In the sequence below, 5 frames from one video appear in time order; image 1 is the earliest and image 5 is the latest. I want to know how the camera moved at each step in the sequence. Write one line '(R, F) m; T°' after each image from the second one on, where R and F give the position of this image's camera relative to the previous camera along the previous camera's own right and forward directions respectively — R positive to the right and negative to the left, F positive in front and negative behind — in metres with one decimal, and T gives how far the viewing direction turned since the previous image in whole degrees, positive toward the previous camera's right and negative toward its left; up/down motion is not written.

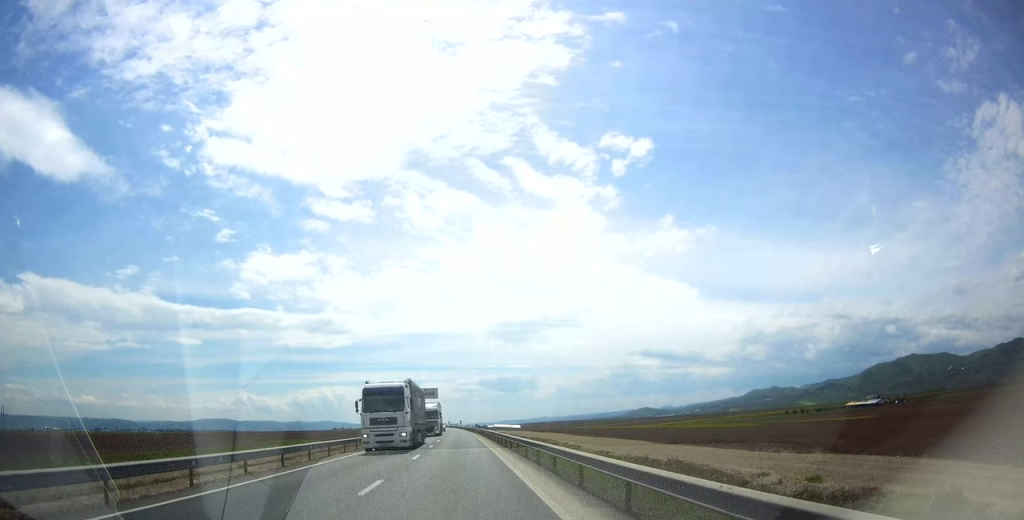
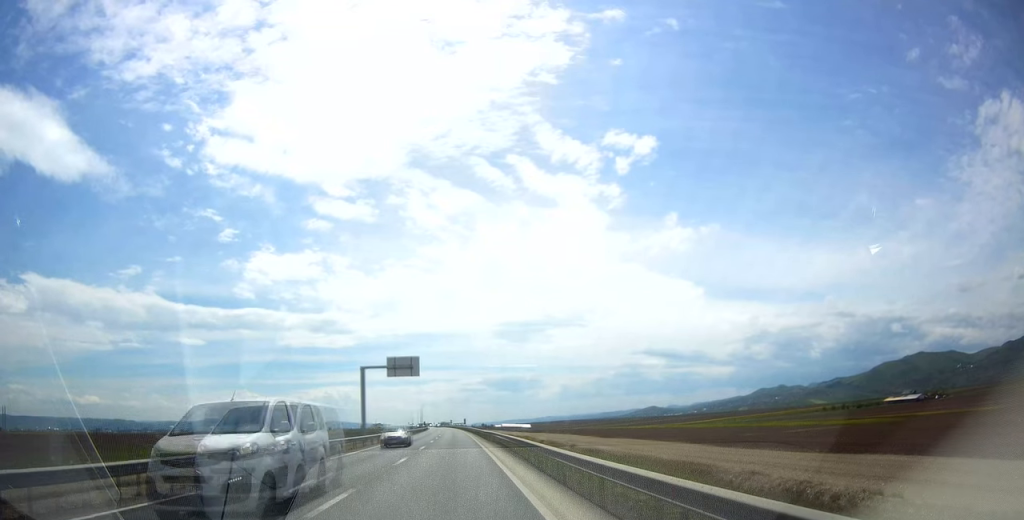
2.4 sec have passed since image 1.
(-0.2, +51.4) m; 0°
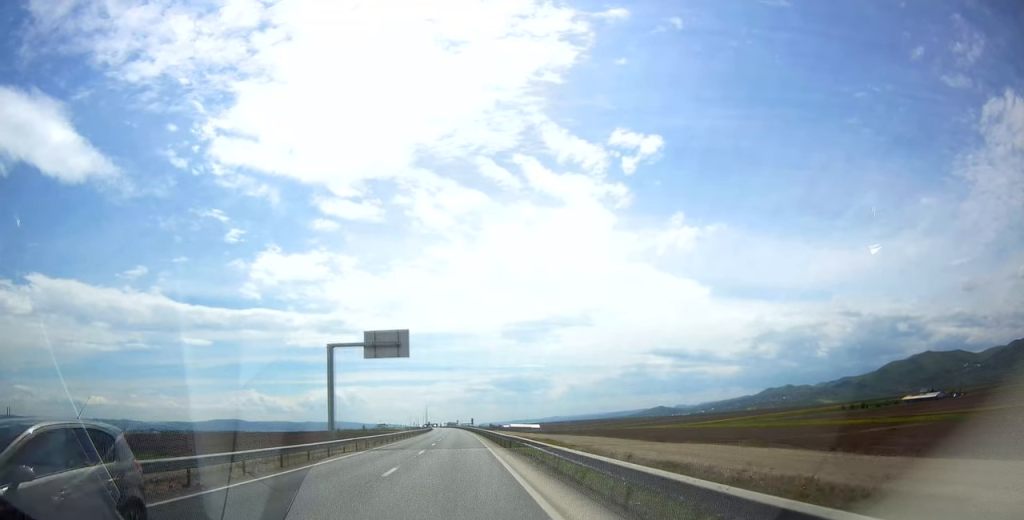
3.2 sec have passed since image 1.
(0.0, +17.1) m; 0°
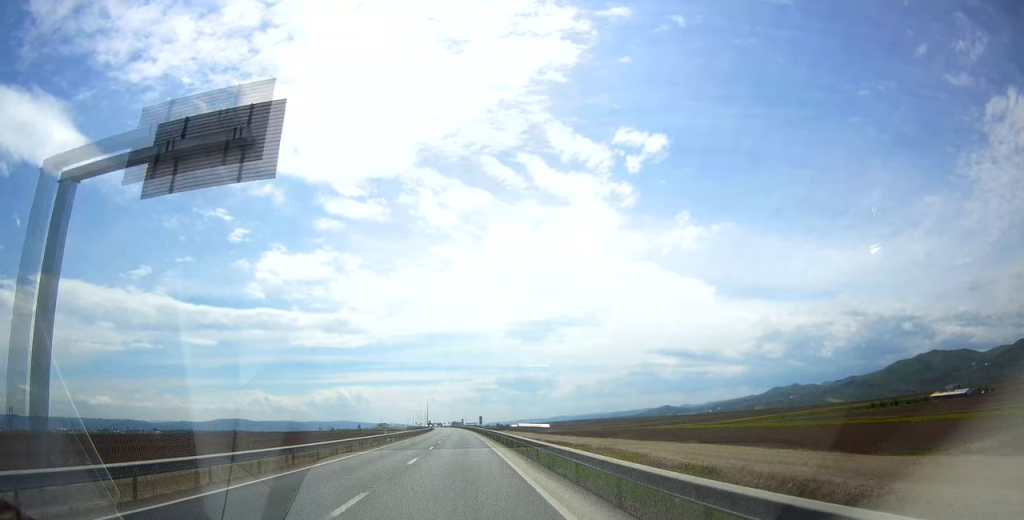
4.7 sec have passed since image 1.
(-0.1, +31.5) m; 0°
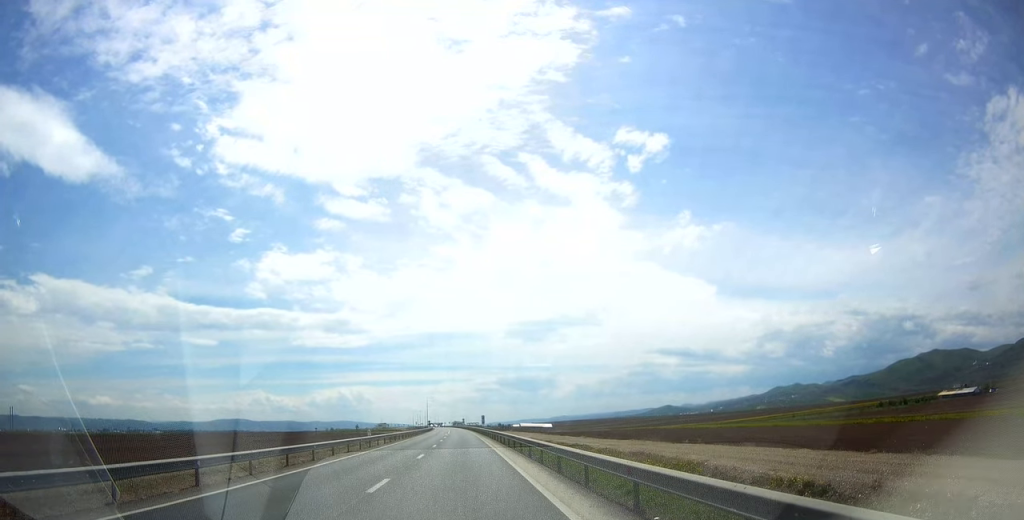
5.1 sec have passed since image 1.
(0.0, +8.5) m; 0°
